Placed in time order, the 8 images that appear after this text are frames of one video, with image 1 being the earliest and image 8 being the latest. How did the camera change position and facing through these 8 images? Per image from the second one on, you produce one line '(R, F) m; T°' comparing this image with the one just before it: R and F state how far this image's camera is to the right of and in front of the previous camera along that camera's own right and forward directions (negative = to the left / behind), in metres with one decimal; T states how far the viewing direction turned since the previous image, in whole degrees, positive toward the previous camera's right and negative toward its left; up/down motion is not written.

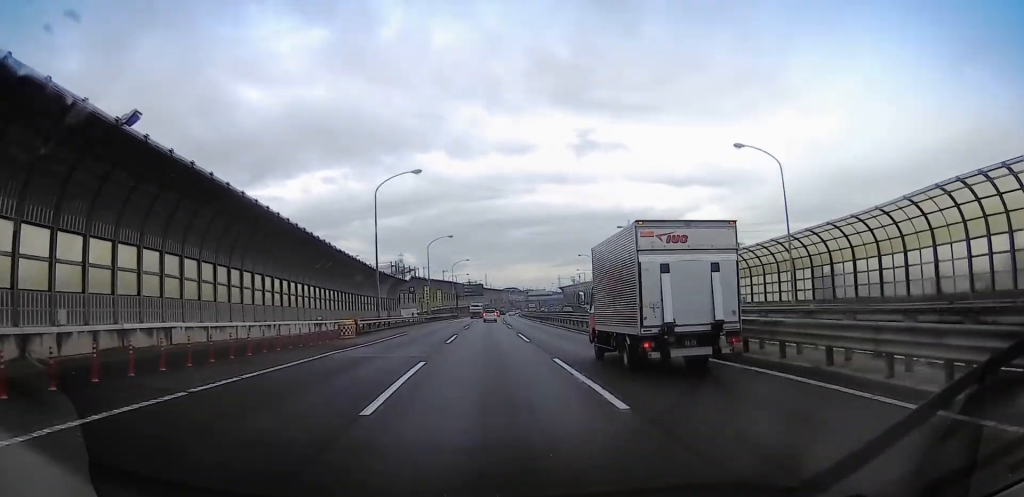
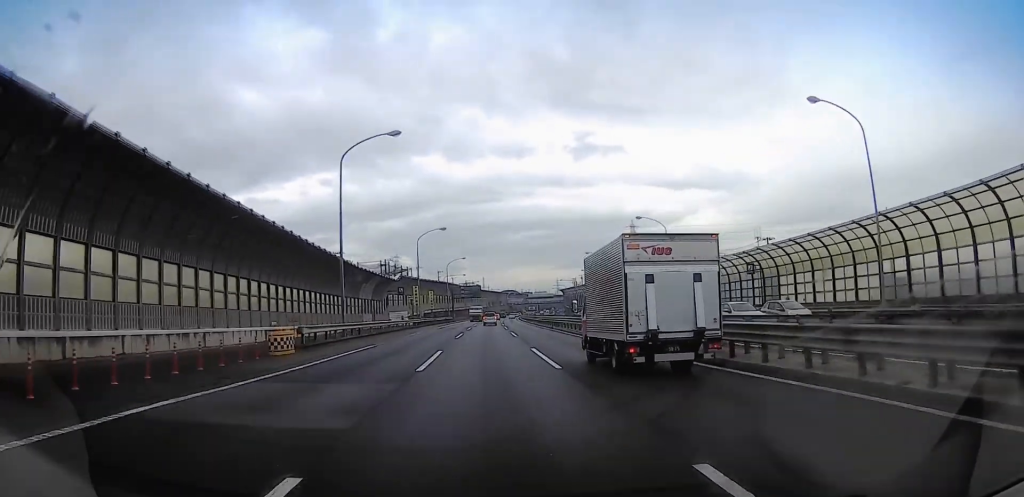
(0.0, +11.2) m; 0°
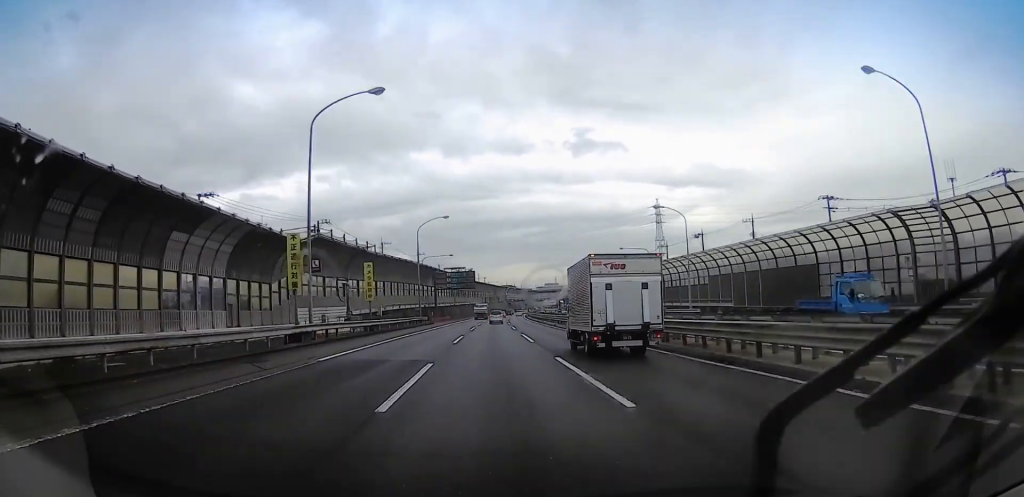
(+1.0, +48.4) m; +2°
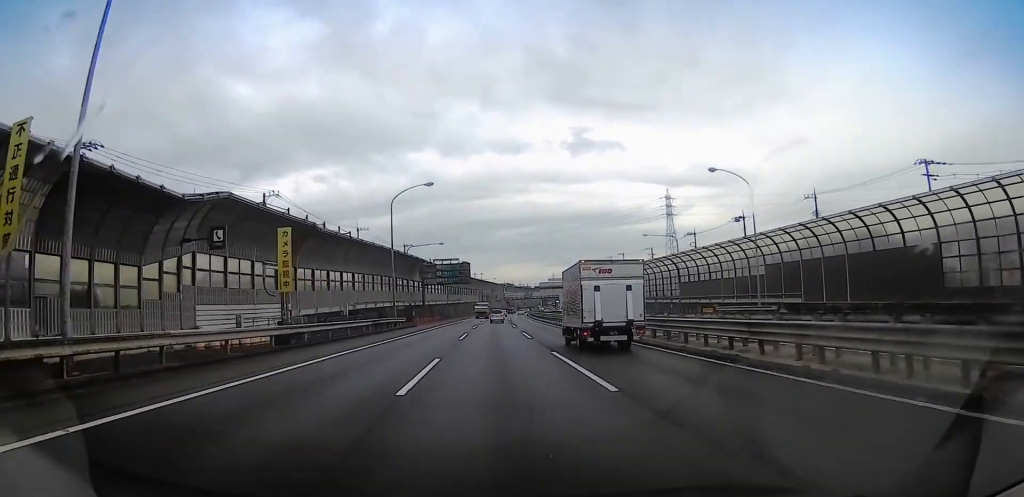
(0.0, +18.0) m; +1°
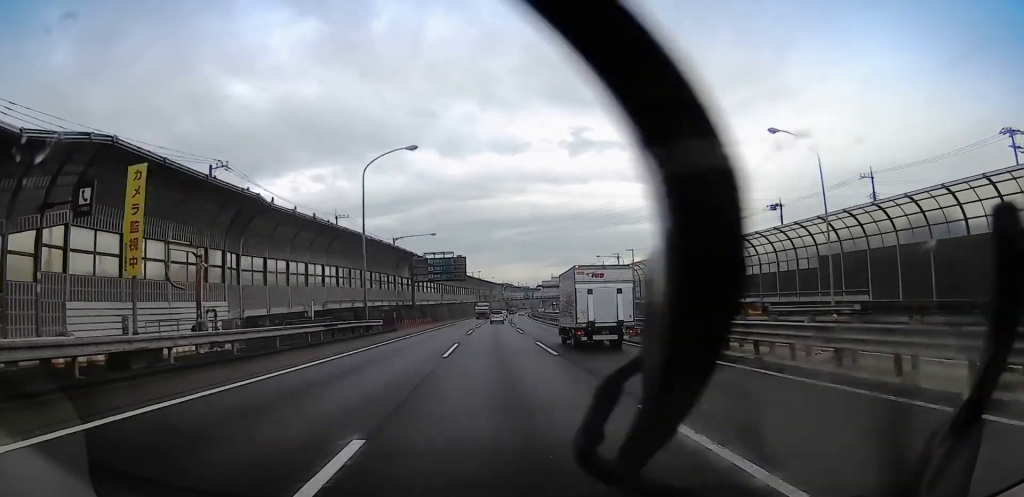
(0.0, +11.4) m; +1°
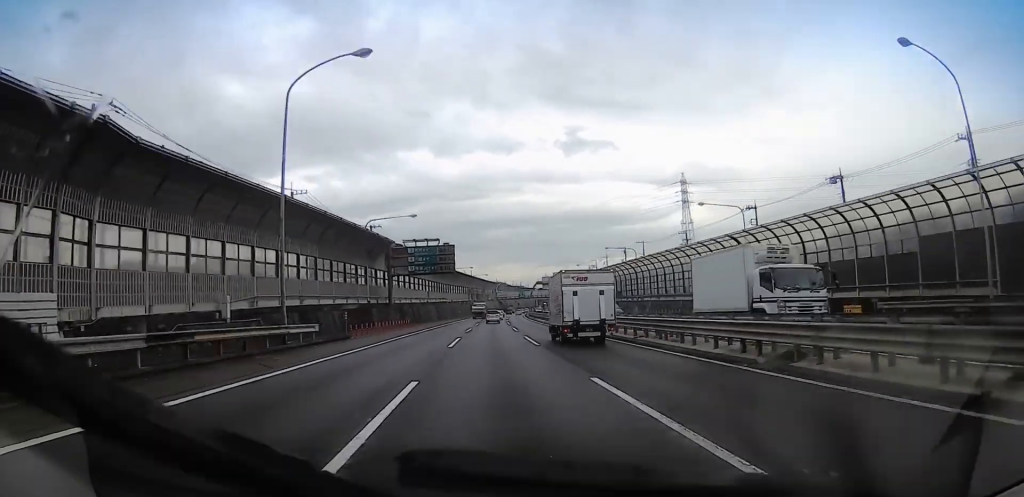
(+0.3, +15.6) m; +1°
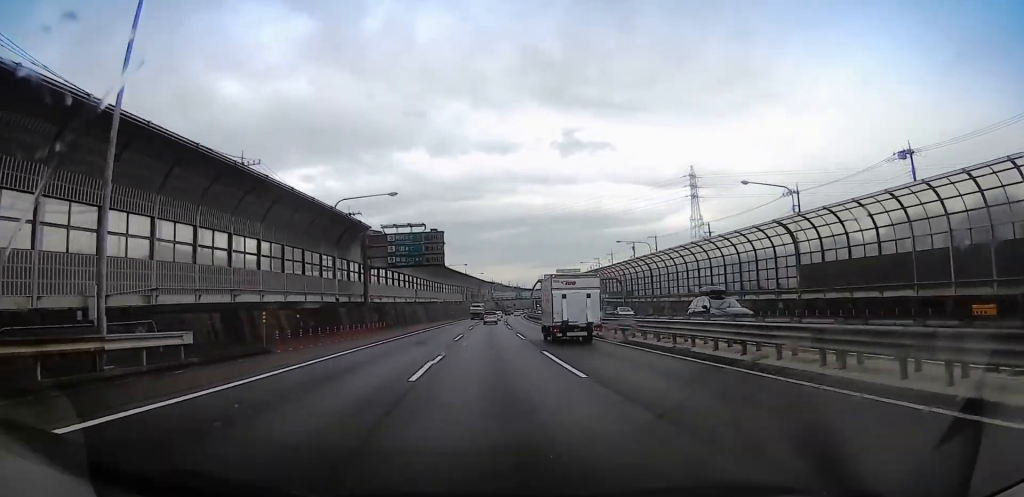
(+0.2, +12.7) m; 0°
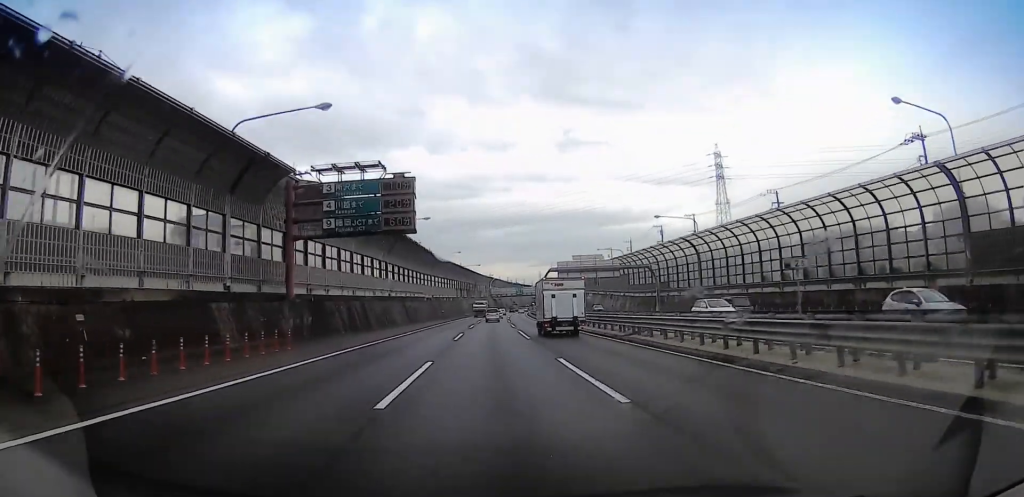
(-0.2, +22.5) m; -2°
